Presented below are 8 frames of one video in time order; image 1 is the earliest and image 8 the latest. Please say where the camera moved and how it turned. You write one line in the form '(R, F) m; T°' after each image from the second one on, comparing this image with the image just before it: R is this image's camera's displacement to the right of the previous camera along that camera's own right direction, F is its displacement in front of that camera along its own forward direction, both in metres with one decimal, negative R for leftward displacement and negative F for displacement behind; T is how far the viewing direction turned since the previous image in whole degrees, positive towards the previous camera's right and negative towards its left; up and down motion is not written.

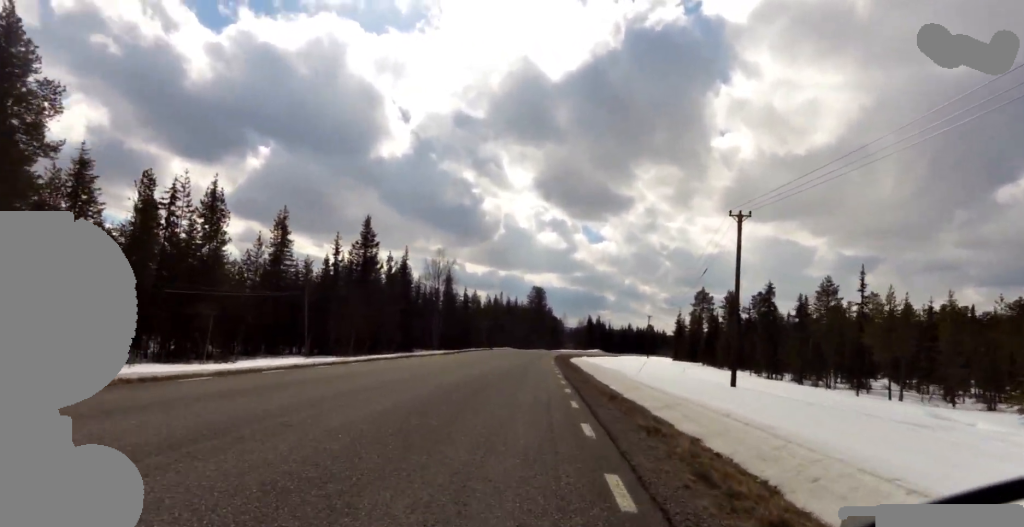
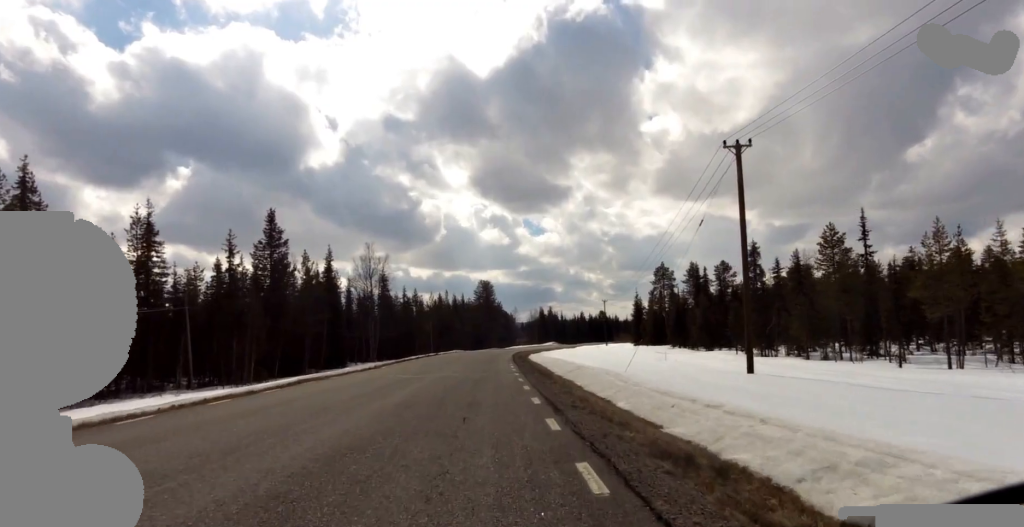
(-0.3, +8.7) m; 0°
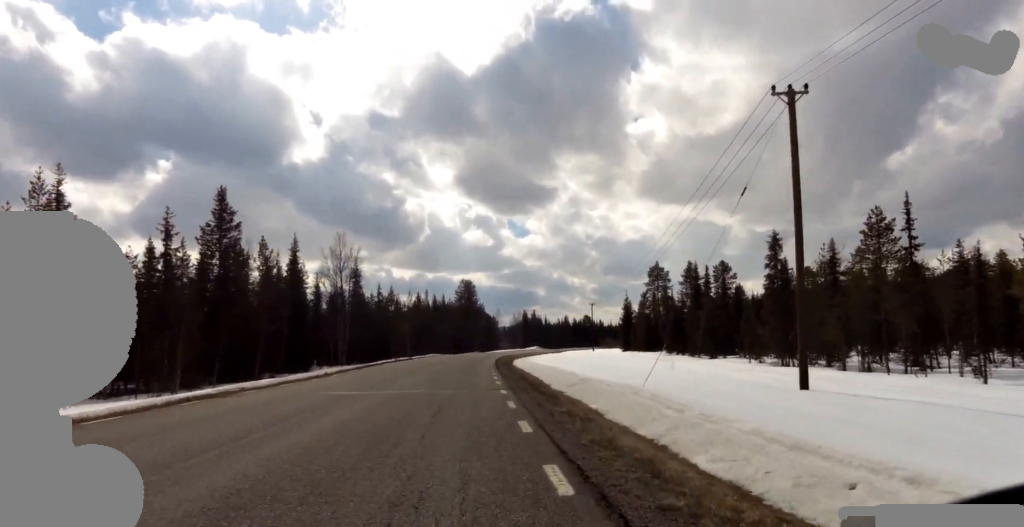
(0.0, +5.6) m; +1°
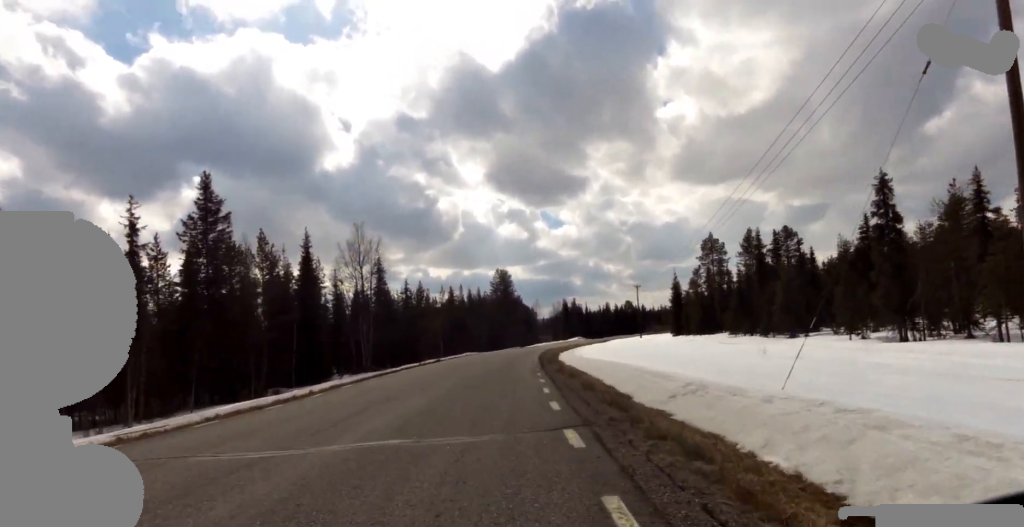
(+0.5, +6.6) m; -1°
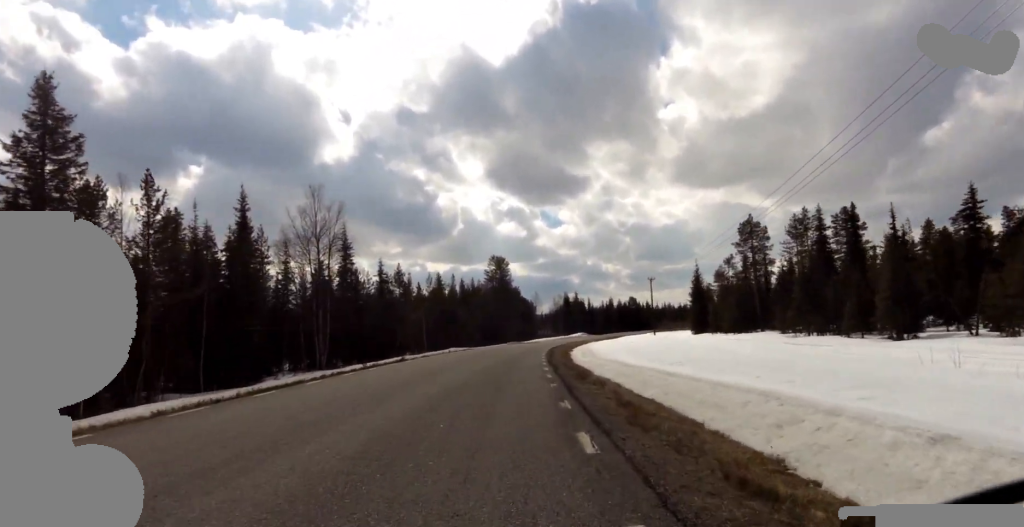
(-0.6, +11.6) m; 0°
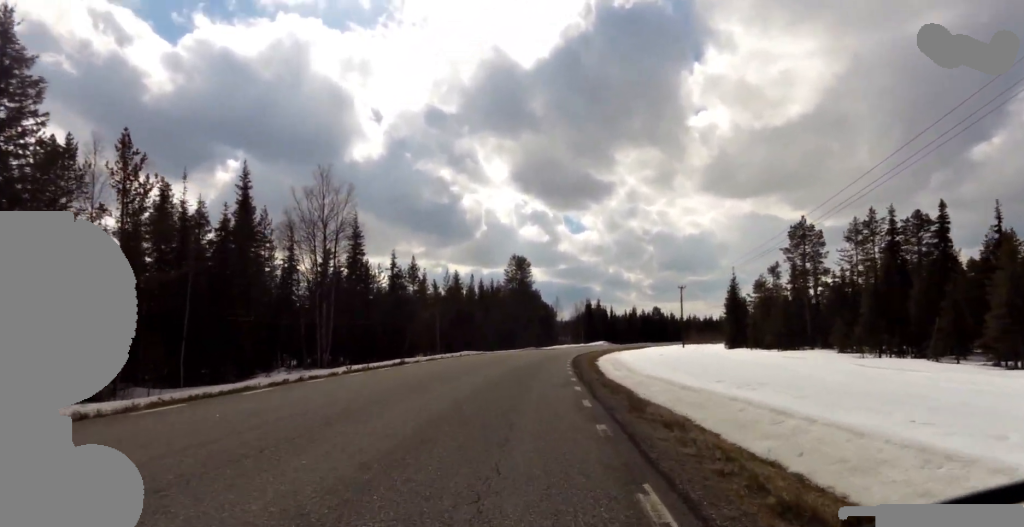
(+0.1, +4.8) m; +4°
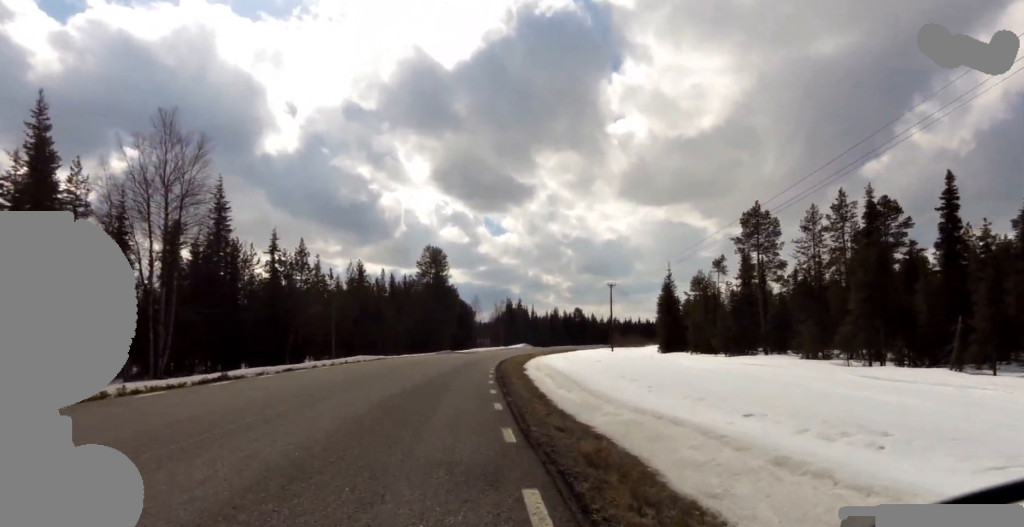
(+0.6, +9.2) m; +3°
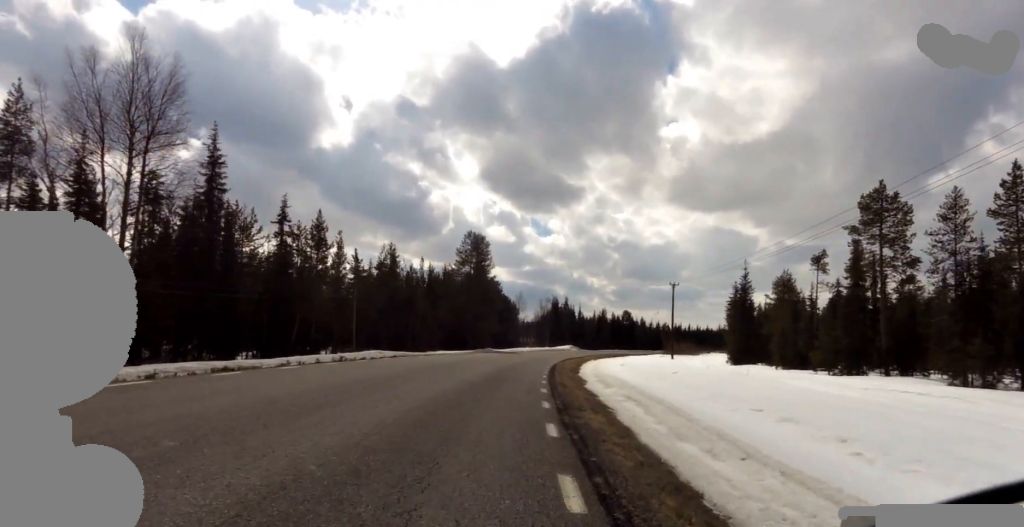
(-0.2, +8.7) m; -5°
